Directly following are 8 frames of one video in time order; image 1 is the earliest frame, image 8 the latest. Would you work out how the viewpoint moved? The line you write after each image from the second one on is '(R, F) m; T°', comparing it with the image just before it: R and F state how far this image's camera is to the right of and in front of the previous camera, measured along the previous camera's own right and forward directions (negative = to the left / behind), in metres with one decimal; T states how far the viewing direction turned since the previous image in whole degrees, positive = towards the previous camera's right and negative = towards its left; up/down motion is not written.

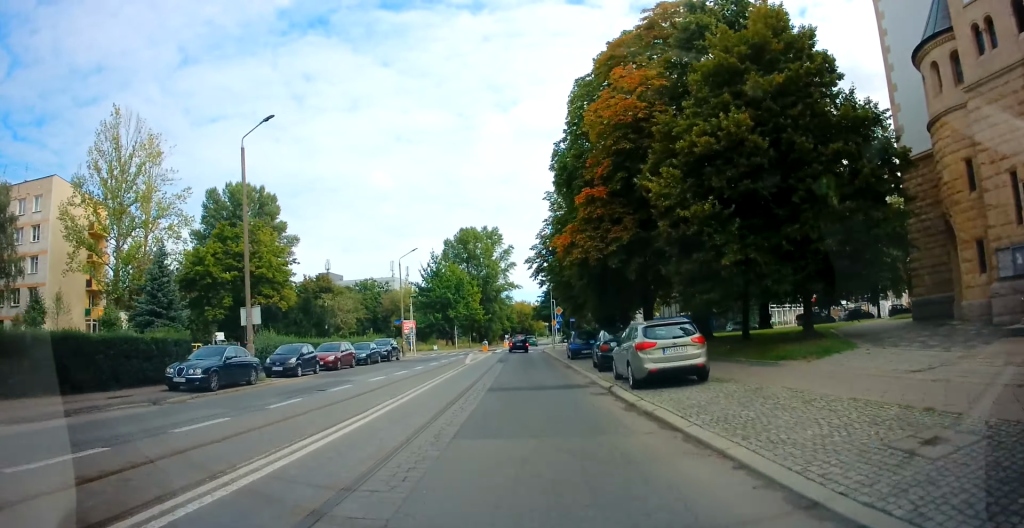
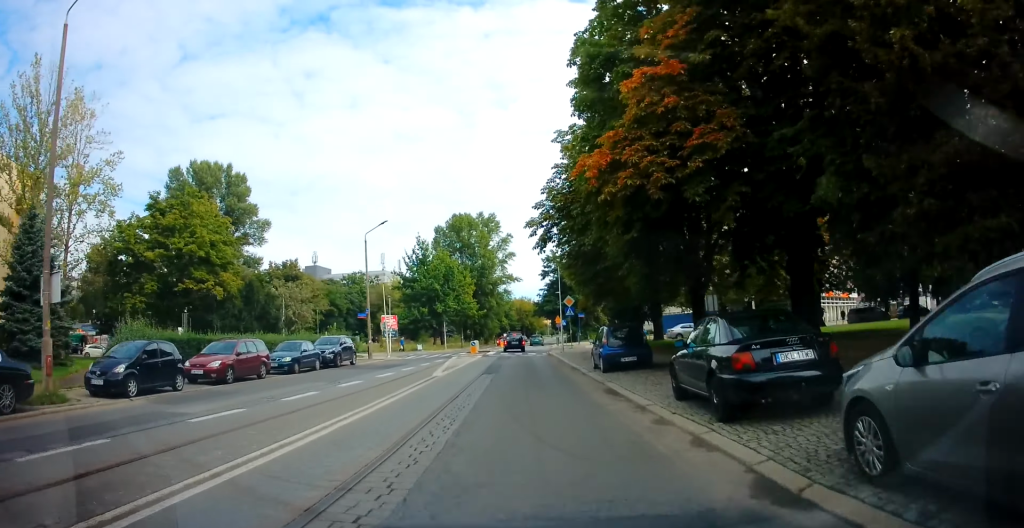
(0.0, +11.5) m; 0°
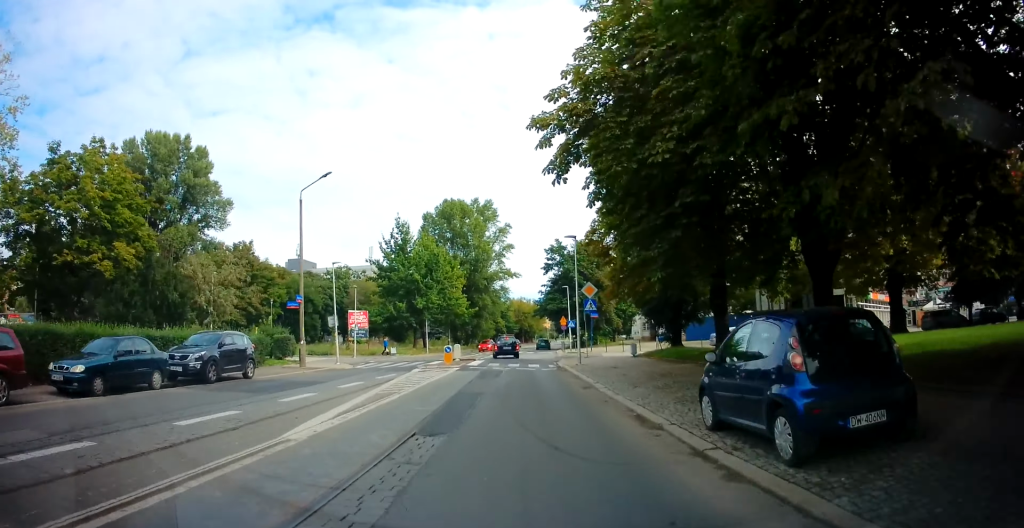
(0.0, +12.5) m; 0°
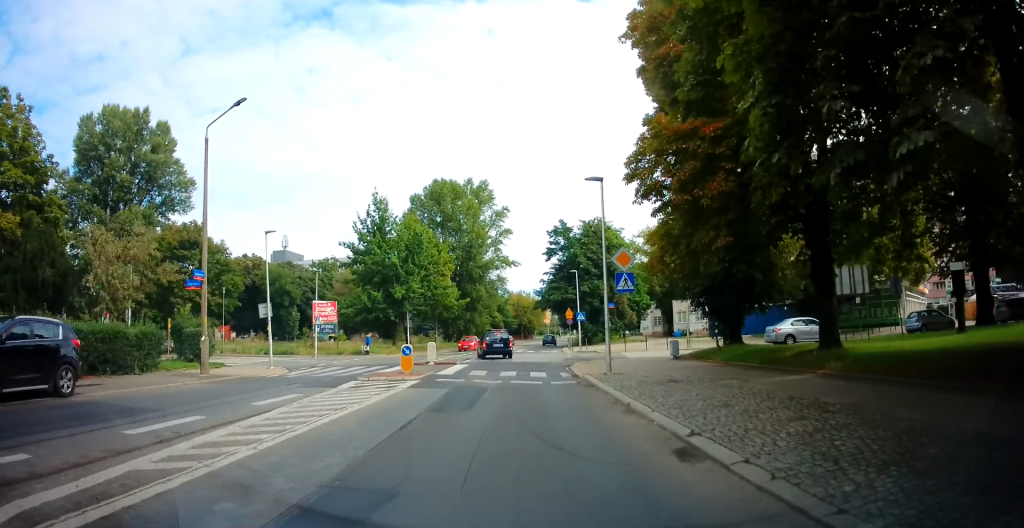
(0.0, +9.5) m; 0°
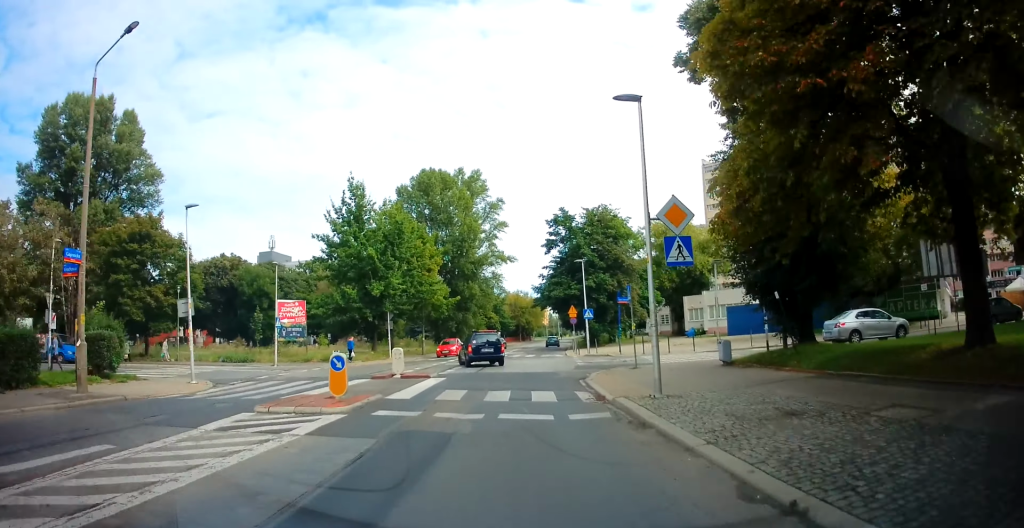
(0.0, +6.7) m; 0°
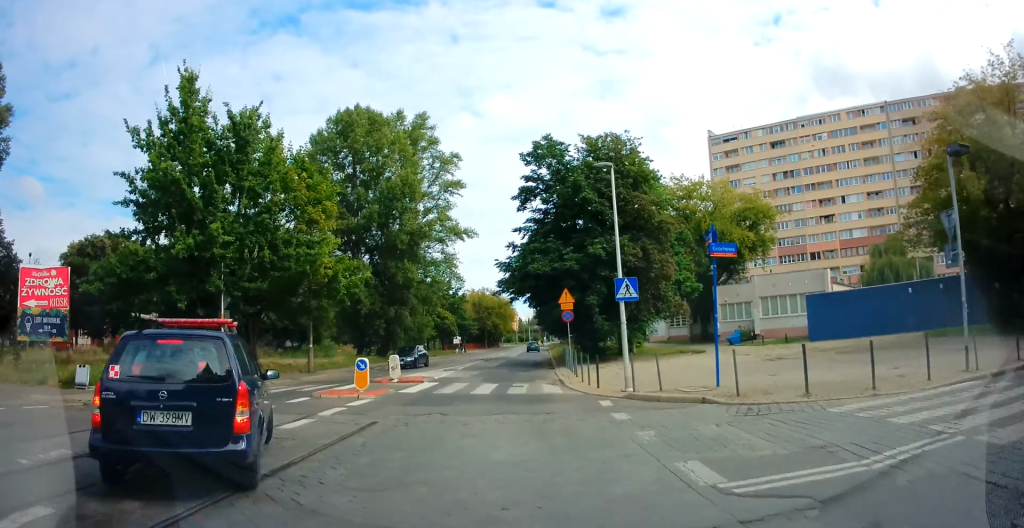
(+0.6, +22.0) m; +3°
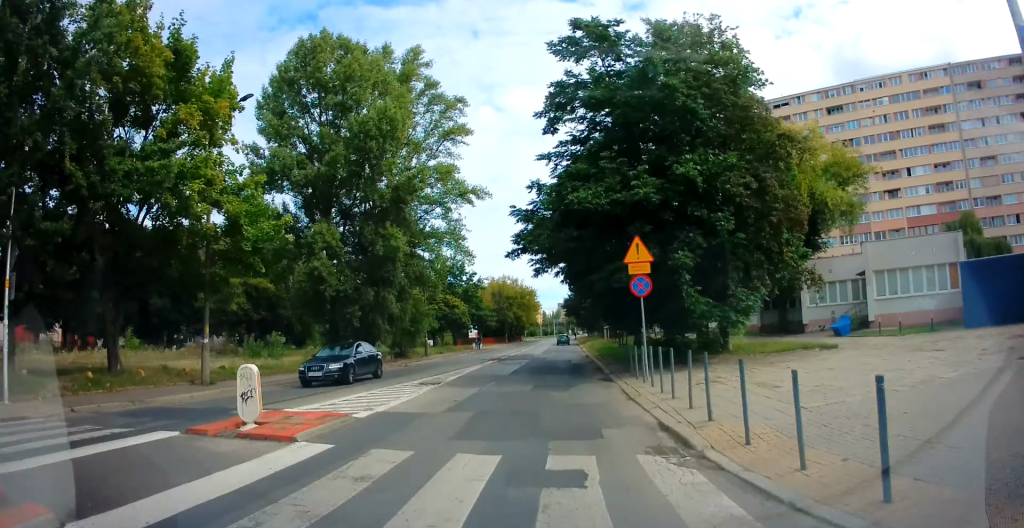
(0.0, +12.7) m; -1°
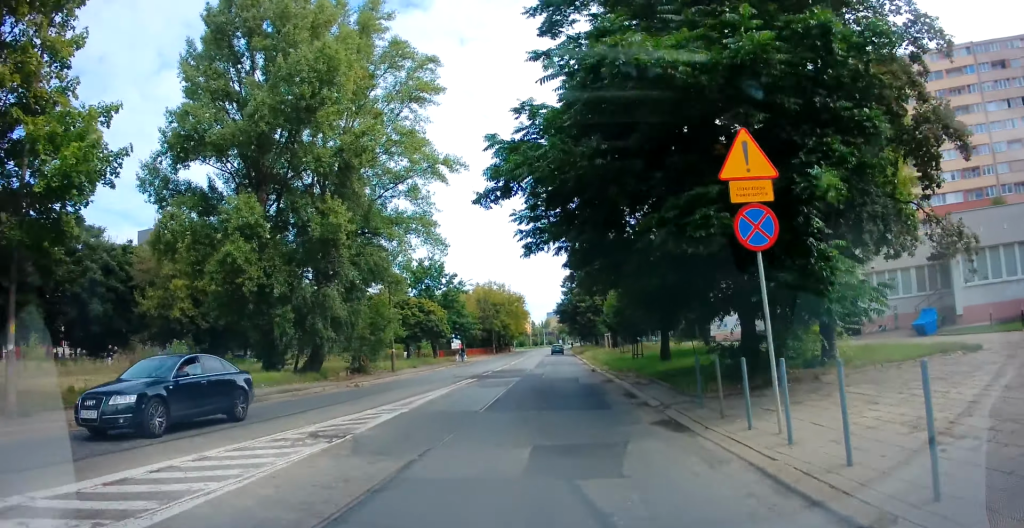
(-0.2, +8.3) m; +2°
